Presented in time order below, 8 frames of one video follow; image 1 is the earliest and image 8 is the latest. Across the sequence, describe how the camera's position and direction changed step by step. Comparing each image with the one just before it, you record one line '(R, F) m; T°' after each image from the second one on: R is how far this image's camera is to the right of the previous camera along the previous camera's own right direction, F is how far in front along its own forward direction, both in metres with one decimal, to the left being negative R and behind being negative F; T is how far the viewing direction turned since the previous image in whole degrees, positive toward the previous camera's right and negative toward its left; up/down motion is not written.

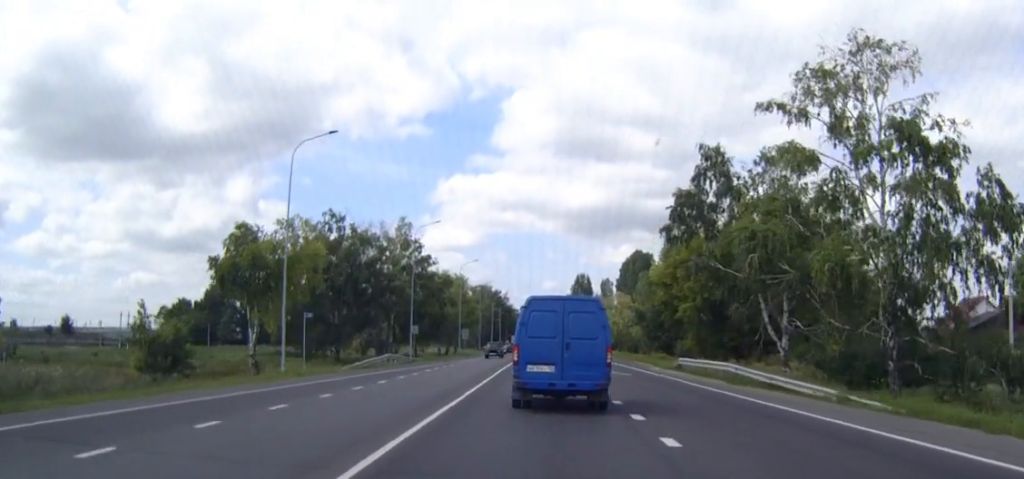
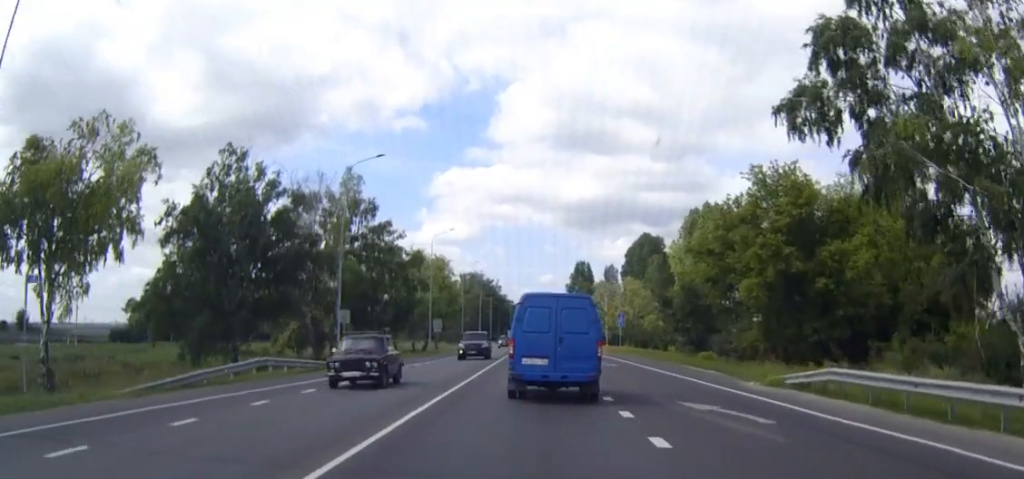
(0.0, +24.5) m; 0°
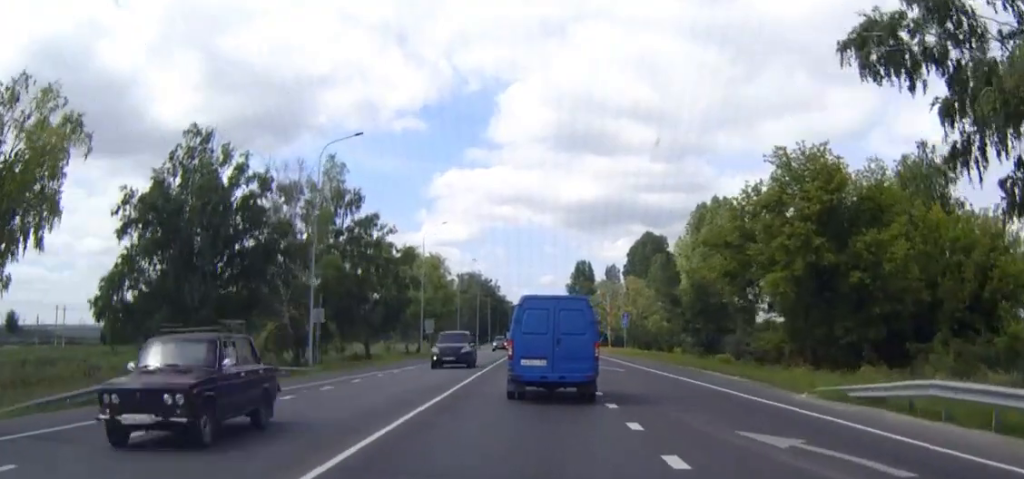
(0.0, +5.8) m; 0°
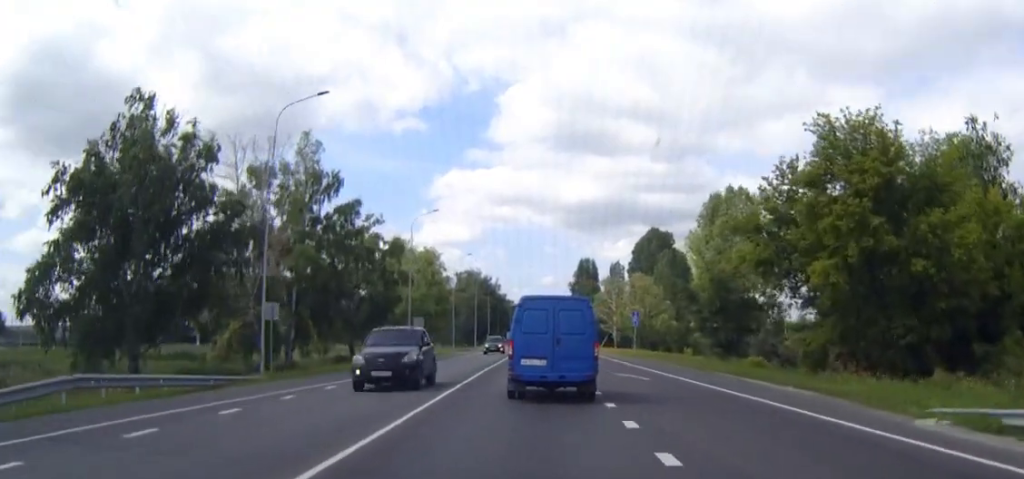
(0.0, +7.8) m; 0°
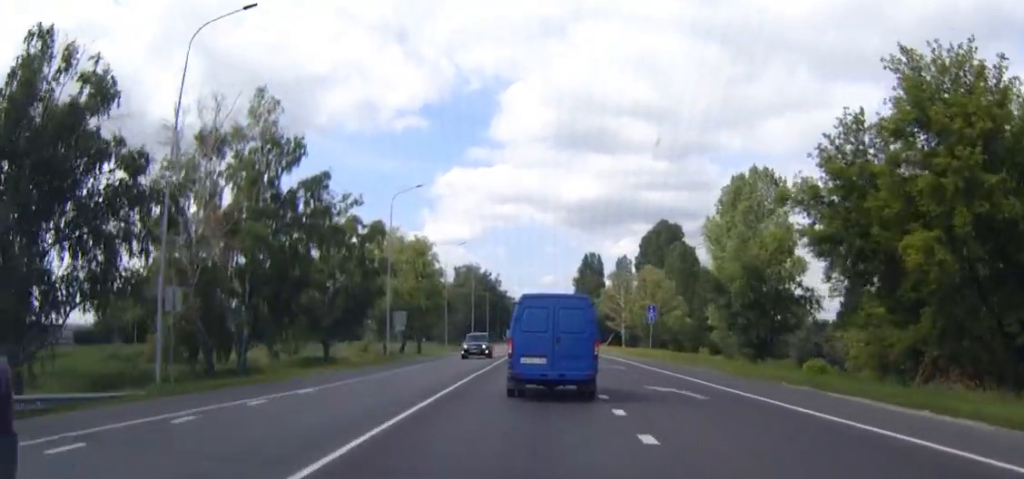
(0.0, +10.2) m; 0°
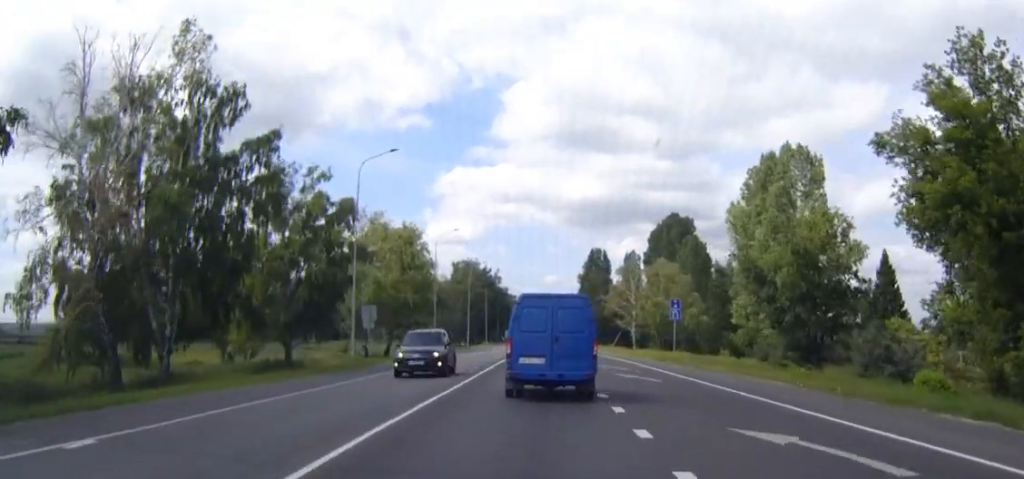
(0.0, +11.4) m; 0°
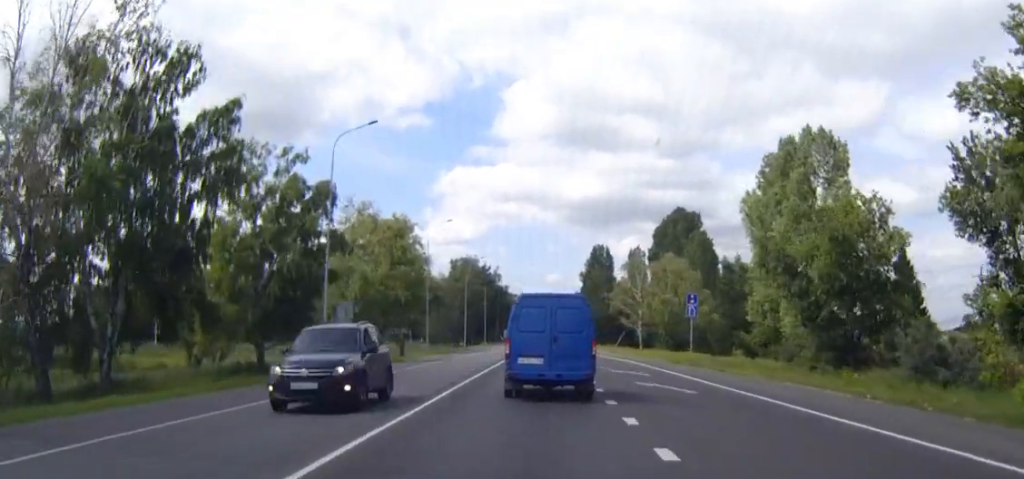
(0.0, +6.3) m; 0°
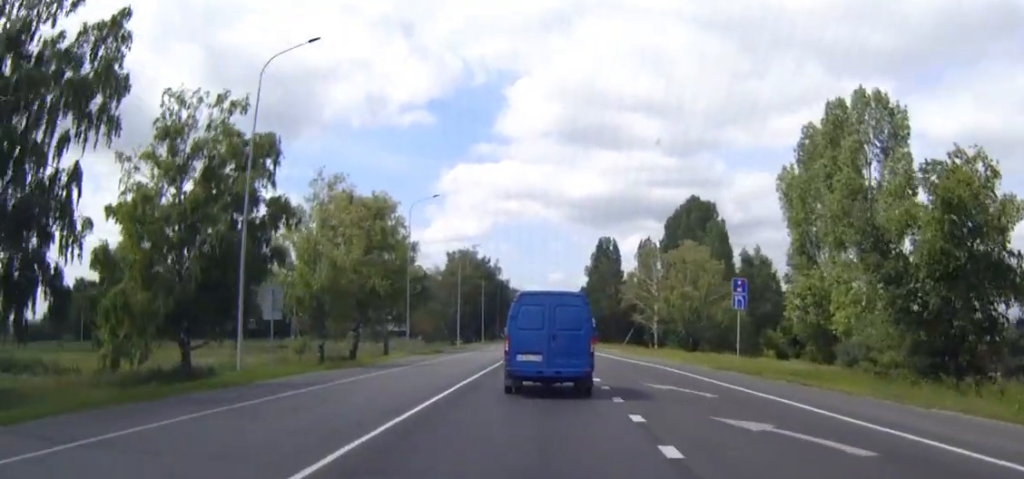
(0.0, +12.2) m; 0°
